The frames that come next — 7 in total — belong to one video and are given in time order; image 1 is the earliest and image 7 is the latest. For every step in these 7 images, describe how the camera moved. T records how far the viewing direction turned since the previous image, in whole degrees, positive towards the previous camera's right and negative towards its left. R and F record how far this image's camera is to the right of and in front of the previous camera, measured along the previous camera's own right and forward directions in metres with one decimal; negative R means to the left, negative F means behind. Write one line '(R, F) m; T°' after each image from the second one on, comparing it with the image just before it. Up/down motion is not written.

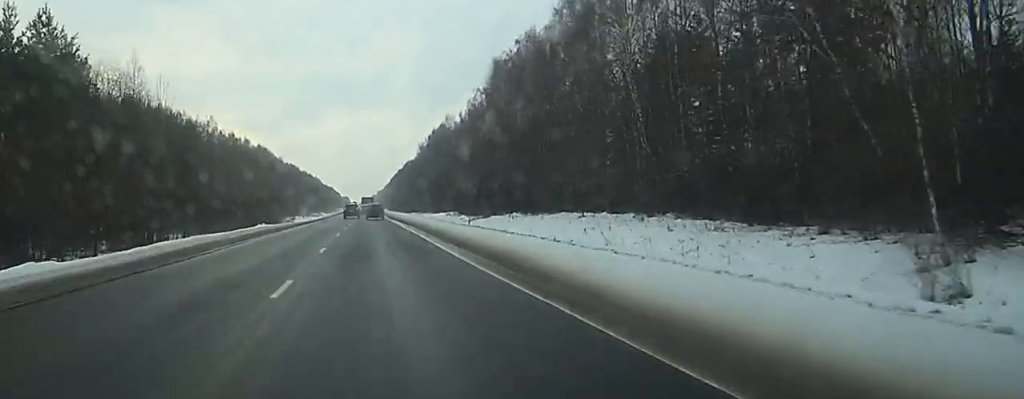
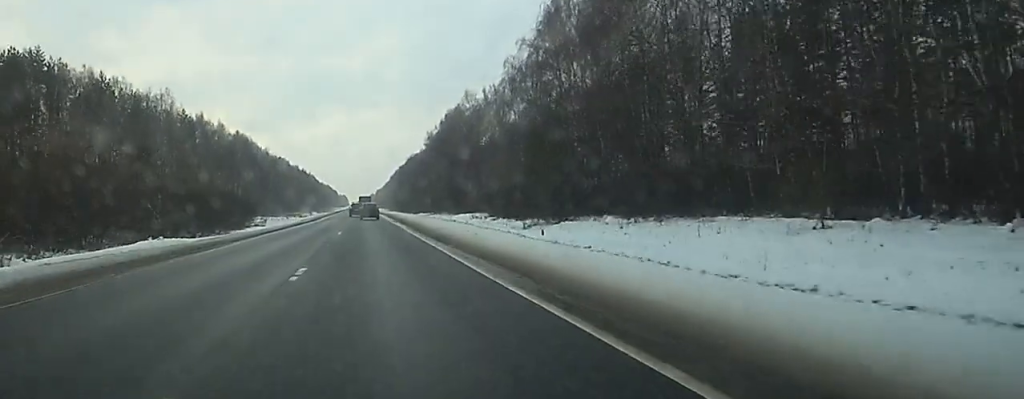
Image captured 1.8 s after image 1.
(+0.1, +47.6) m; 0°
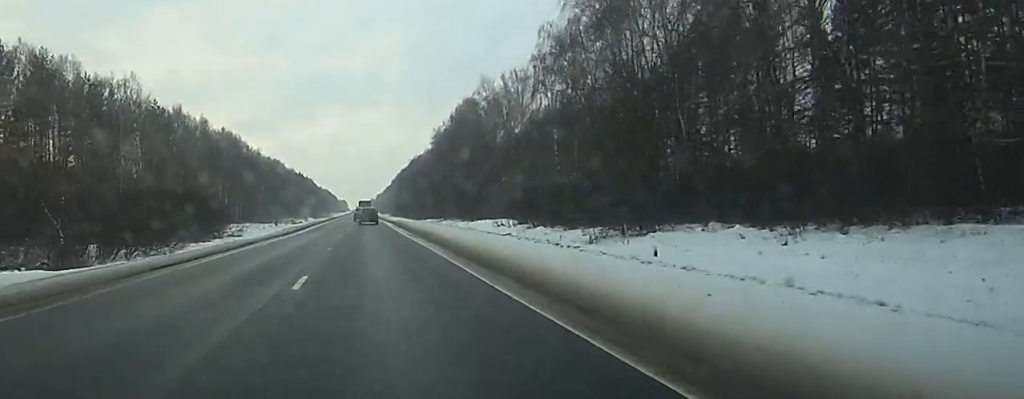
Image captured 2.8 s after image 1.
(0.0, +25.4) m; 0°
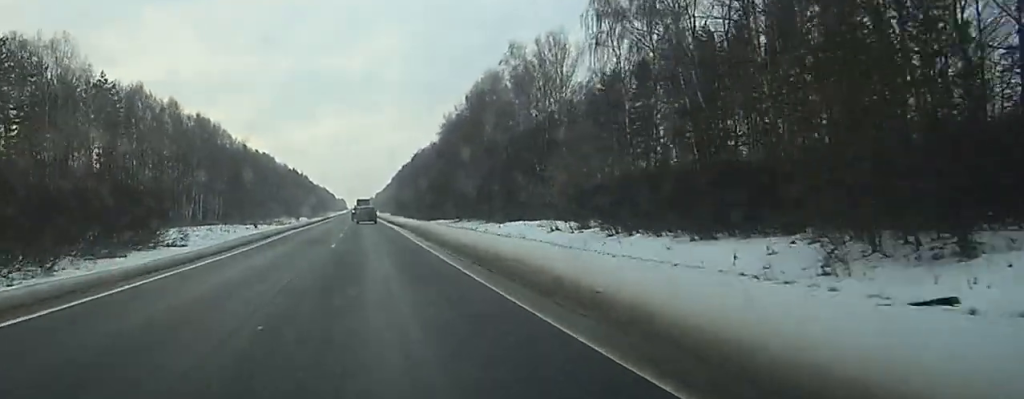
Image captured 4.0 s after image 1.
(0.0, +32.0) m; 0°
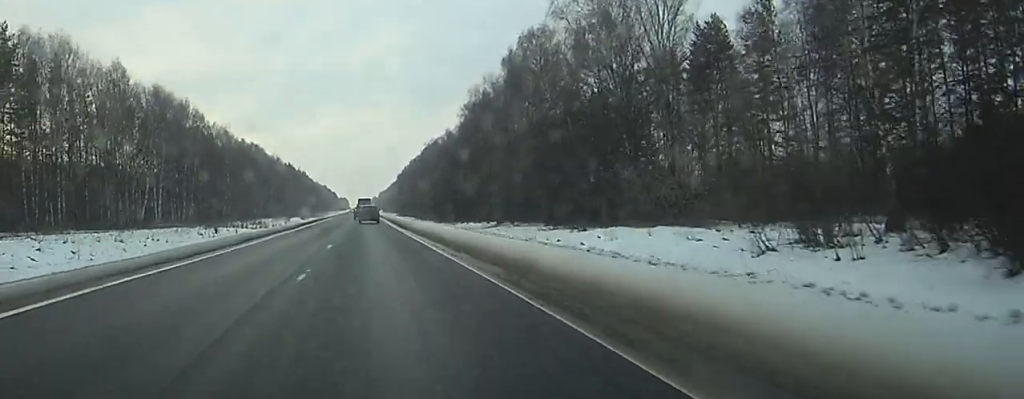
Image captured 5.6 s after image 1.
(-0.1, +41.1) m; 0°
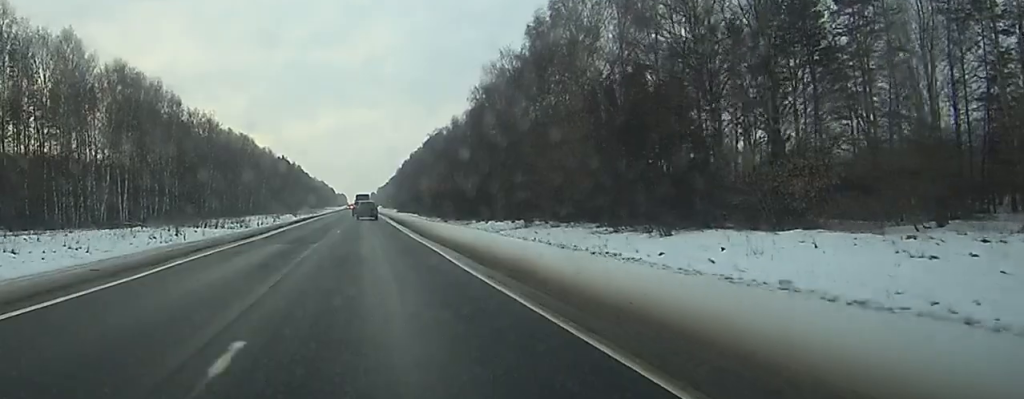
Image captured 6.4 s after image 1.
(0.0, +21.1) m; 0°
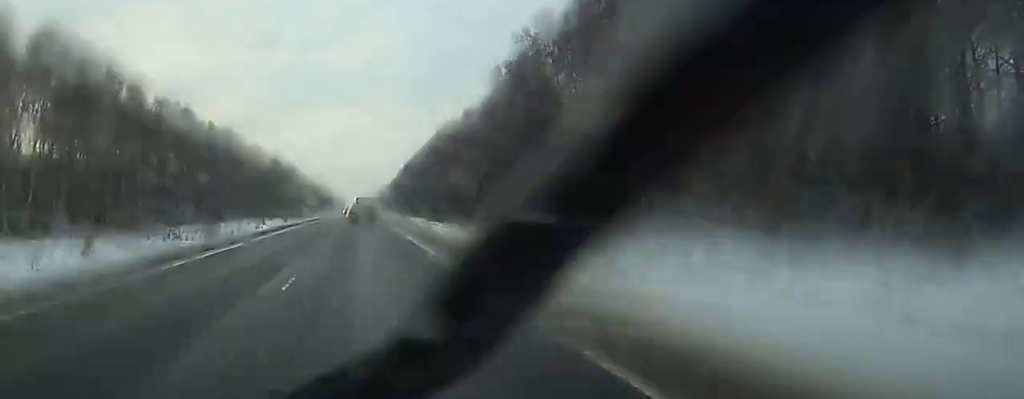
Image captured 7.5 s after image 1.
(0.0, +27.6) m; 0°
